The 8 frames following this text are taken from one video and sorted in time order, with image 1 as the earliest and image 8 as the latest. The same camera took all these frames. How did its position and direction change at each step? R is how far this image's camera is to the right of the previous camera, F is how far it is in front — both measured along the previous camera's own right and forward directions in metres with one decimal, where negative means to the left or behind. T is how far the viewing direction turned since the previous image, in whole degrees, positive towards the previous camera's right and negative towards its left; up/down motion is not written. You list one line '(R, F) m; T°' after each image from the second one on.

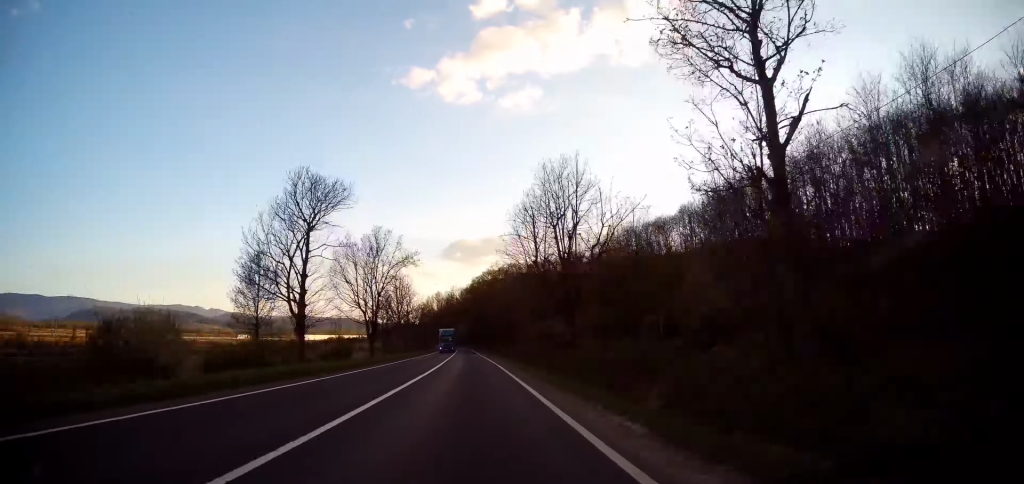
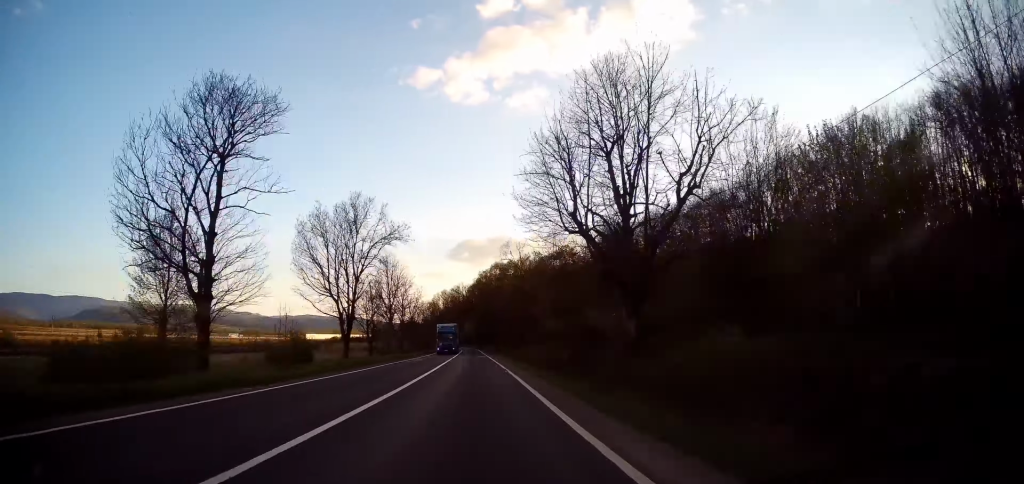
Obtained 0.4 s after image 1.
(-0.2, +10.9) m; -1°
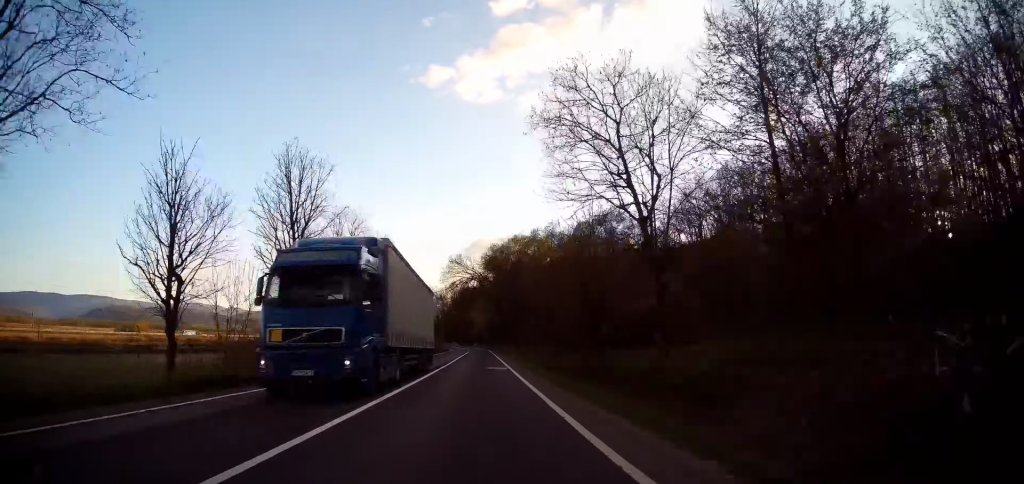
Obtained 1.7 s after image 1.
(-1.1, +32.1) m; -3°
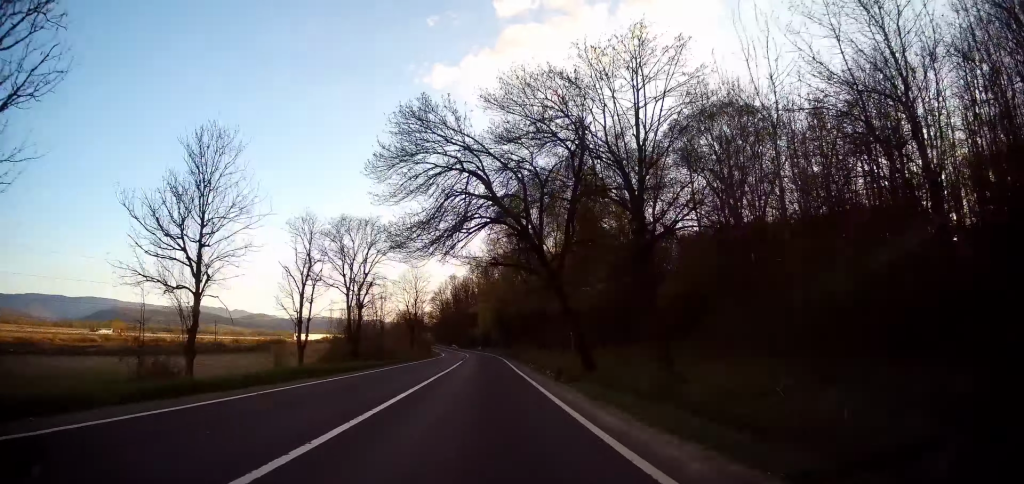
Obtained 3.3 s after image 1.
(-0.1, +40.5) m; 0°
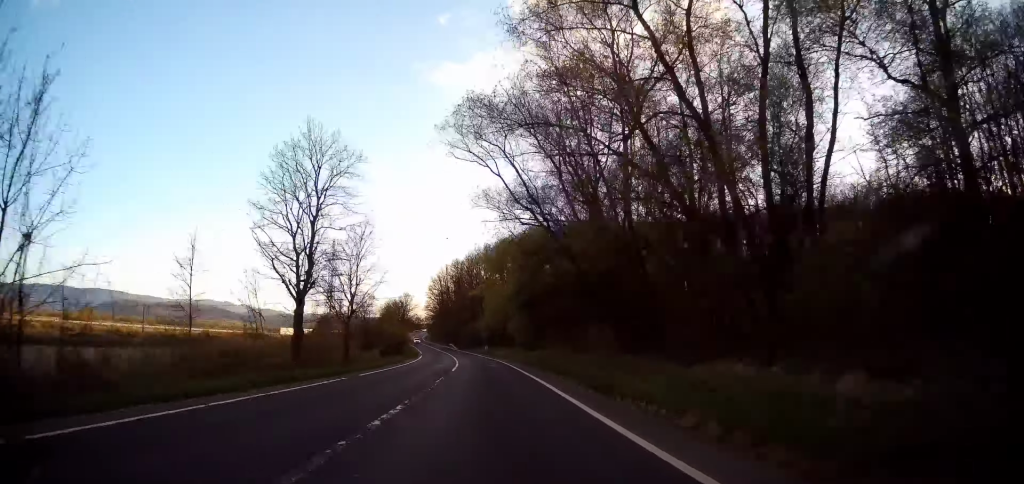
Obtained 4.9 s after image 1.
(-0.7, +43.7) m; -1°
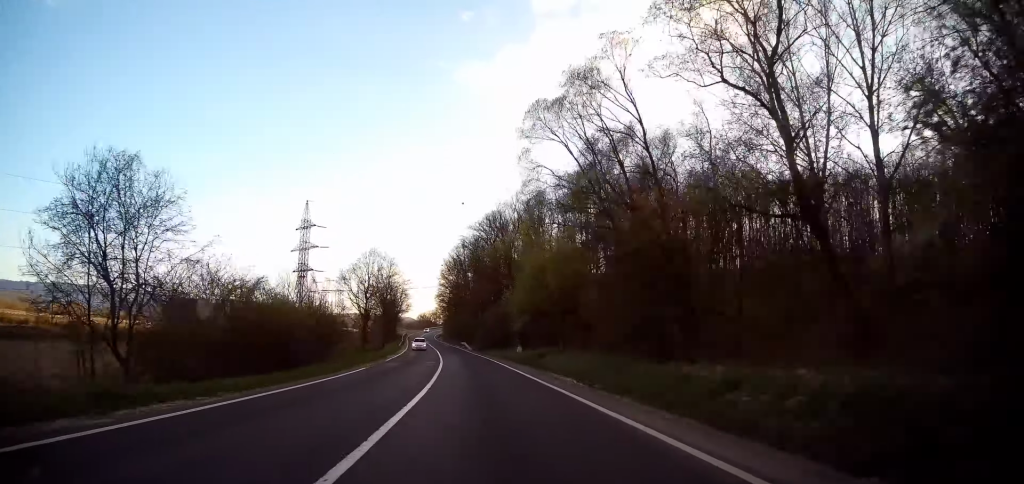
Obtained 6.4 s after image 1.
(-0.1, +39.3) m; -2°
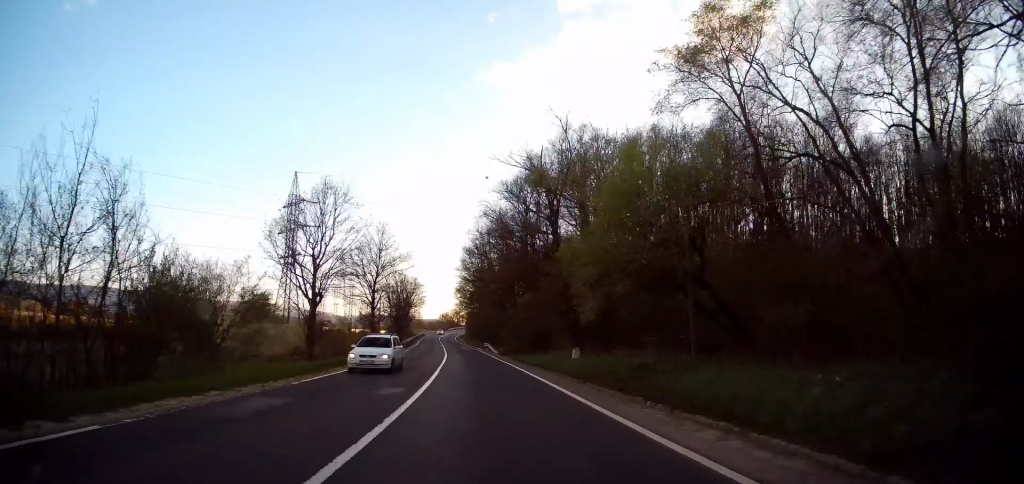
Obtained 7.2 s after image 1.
(-0.2, +20.1) m; -2°
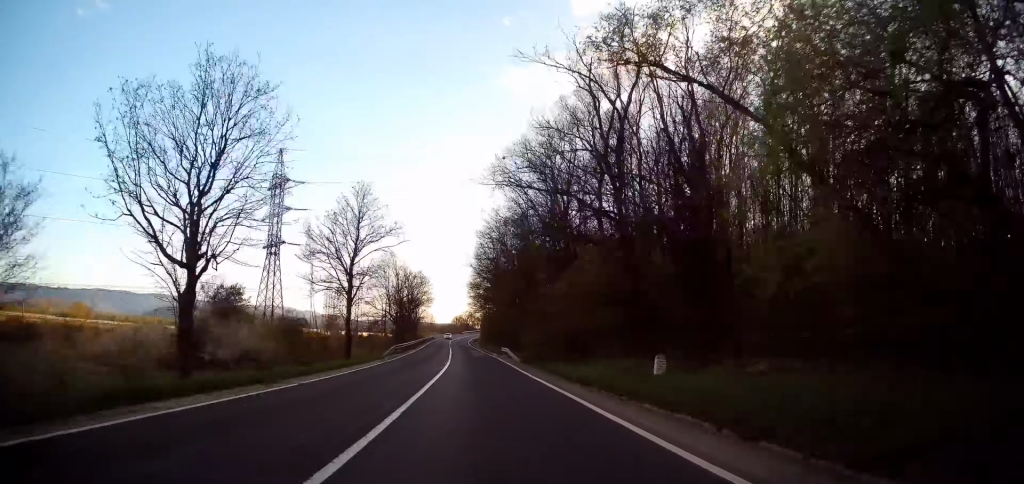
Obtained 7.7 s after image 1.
(-0.4, +13.2) m; -1°
